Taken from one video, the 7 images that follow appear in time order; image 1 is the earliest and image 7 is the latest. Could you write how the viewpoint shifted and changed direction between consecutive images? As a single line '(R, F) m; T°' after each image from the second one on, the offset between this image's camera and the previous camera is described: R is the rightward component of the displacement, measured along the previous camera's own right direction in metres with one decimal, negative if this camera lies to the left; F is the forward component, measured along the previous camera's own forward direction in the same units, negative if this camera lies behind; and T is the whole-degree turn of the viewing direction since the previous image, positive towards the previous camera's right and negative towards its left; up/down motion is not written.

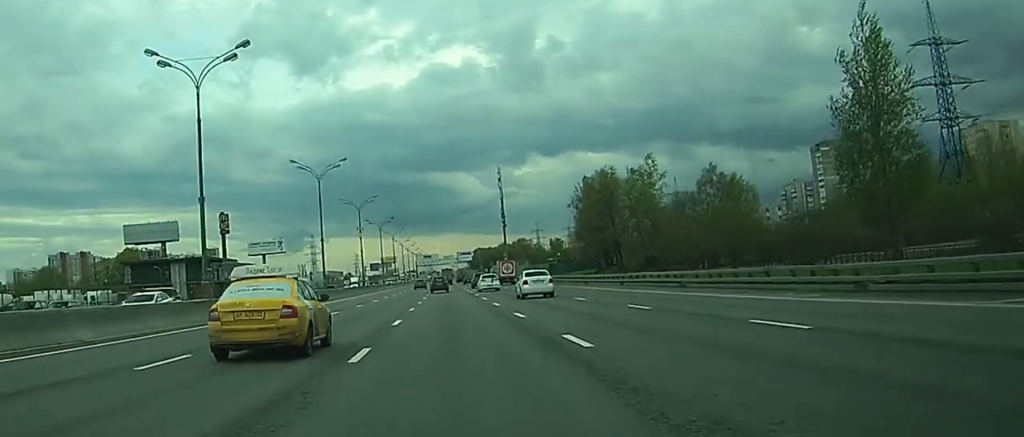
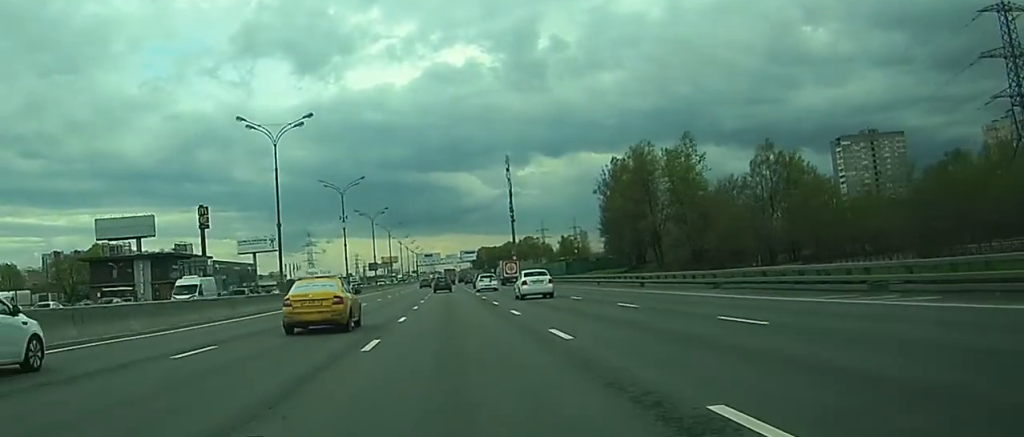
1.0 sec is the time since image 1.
(-0.2, +20.1) m; +1°
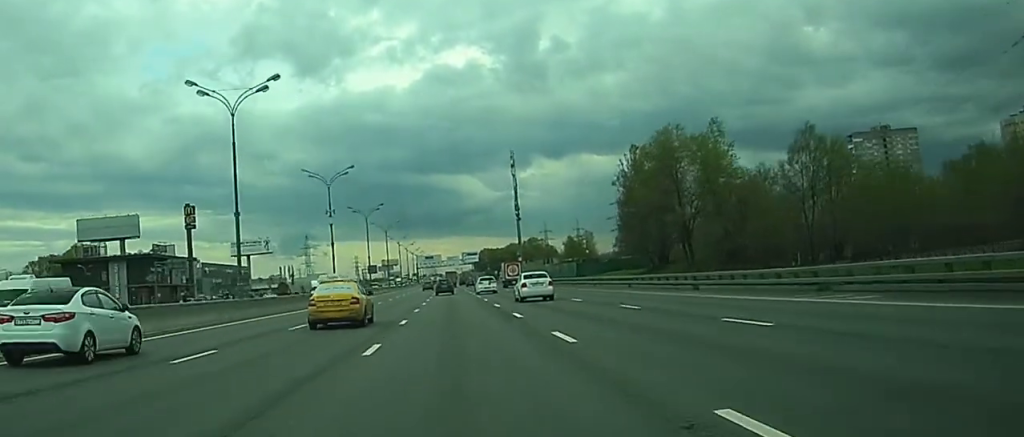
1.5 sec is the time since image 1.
(-0.3, +11.3) m; +1°
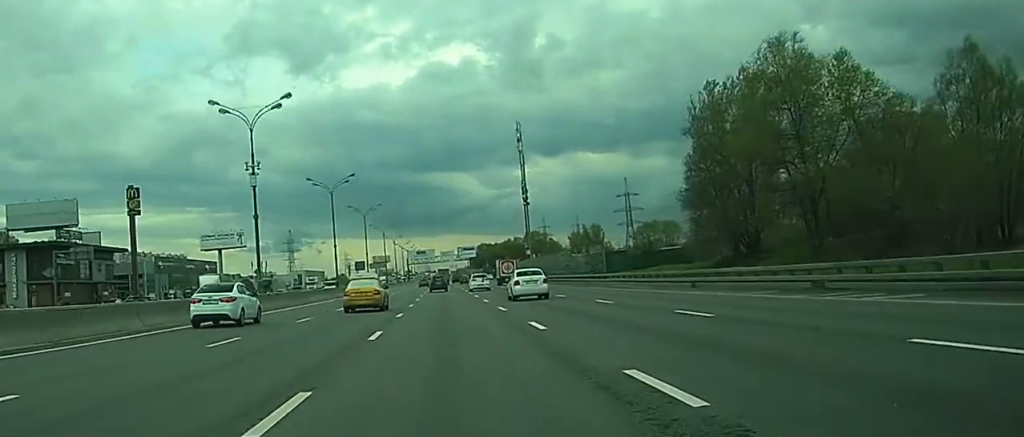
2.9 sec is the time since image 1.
(+1.8, +31.6) m; +4°
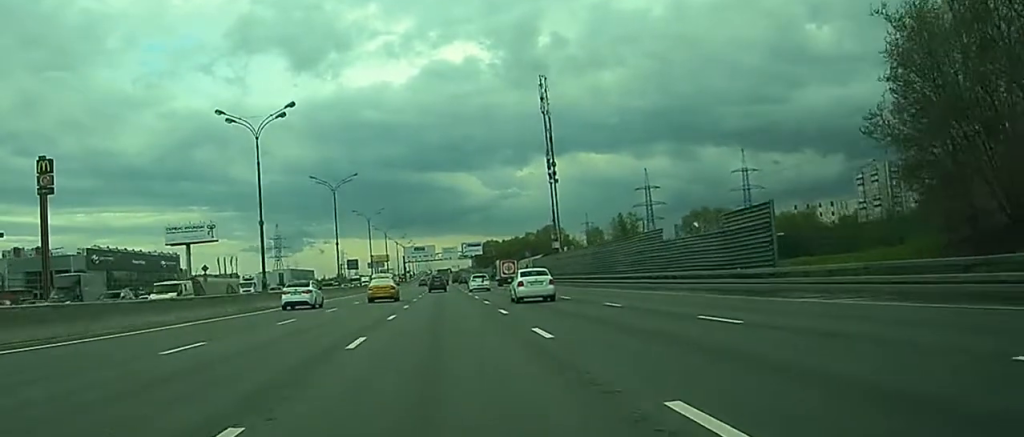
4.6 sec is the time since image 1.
(+0.8, +38.8) m; +2°
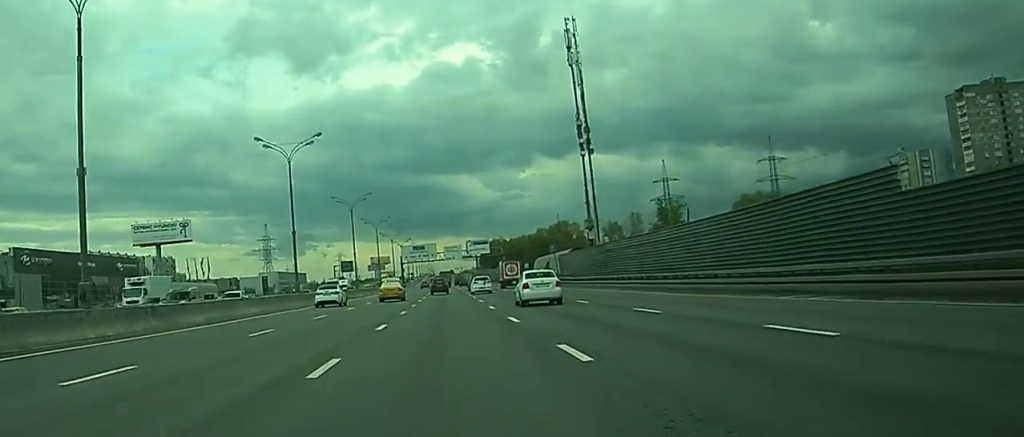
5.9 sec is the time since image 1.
(+0.1, +29.9) m; +1°
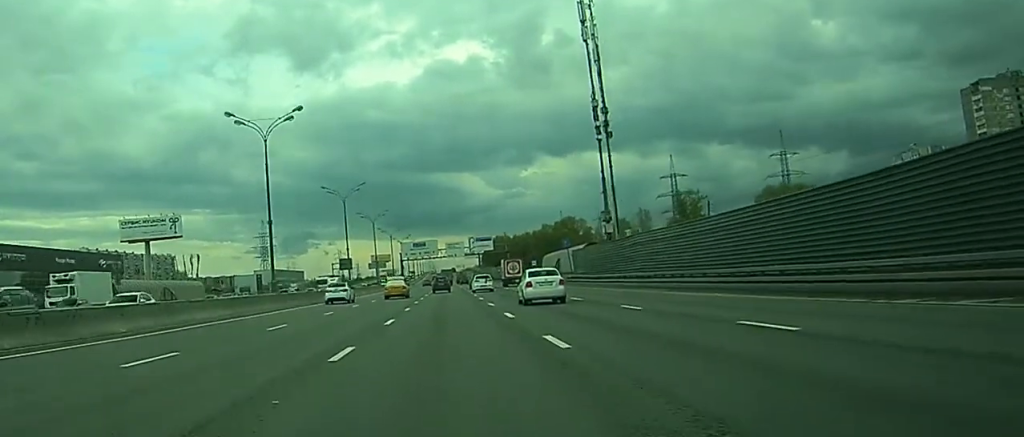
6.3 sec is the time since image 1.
(+0.1, +10.3) m; 0°
